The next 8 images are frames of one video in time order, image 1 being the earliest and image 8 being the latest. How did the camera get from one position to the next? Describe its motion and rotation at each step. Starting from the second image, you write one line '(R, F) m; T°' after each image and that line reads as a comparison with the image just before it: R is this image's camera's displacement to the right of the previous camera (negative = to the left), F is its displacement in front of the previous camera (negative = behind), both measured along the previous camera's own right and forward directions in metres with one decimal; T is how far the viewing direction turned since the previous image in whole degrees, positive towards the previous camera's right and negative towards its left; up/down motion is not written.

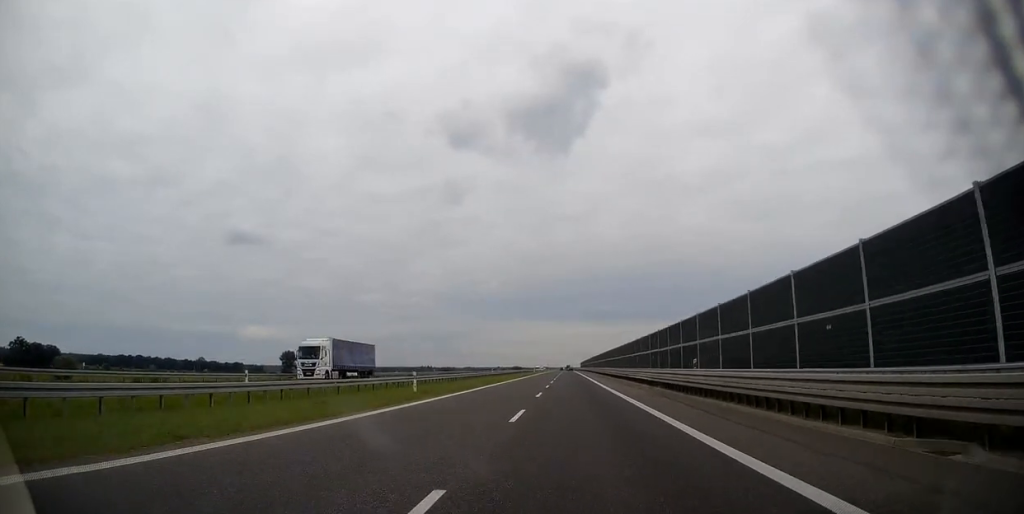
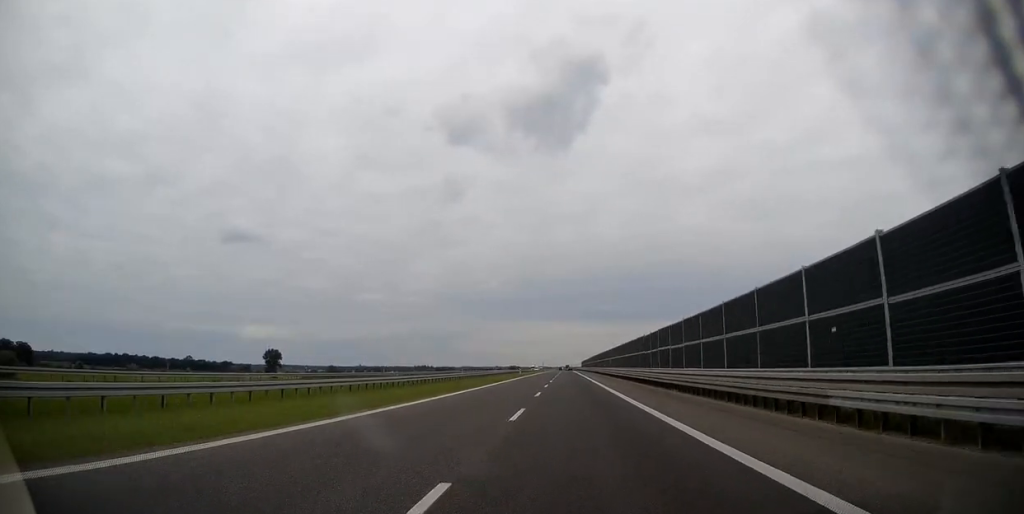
(-0.3, +36.1) m; 0°
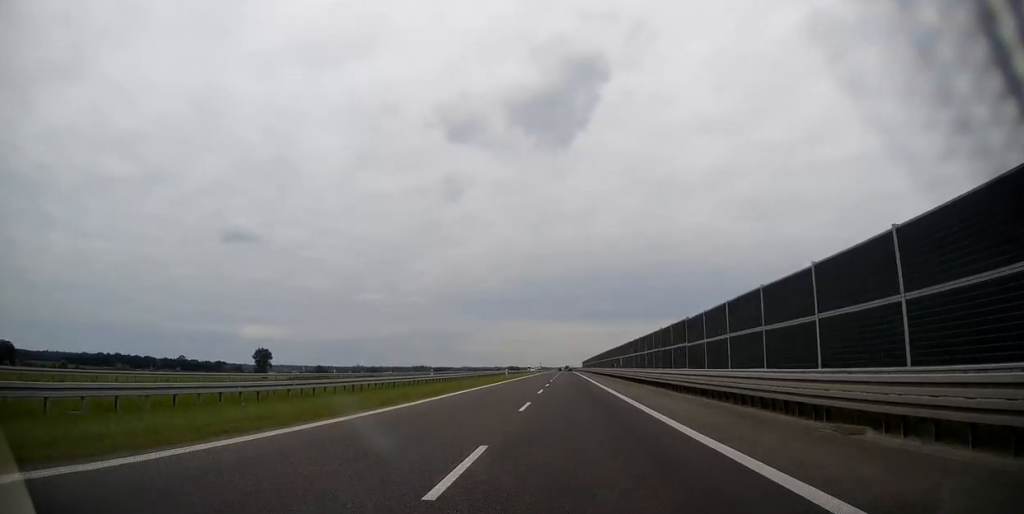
(+0.2, +20.9) m; 0°
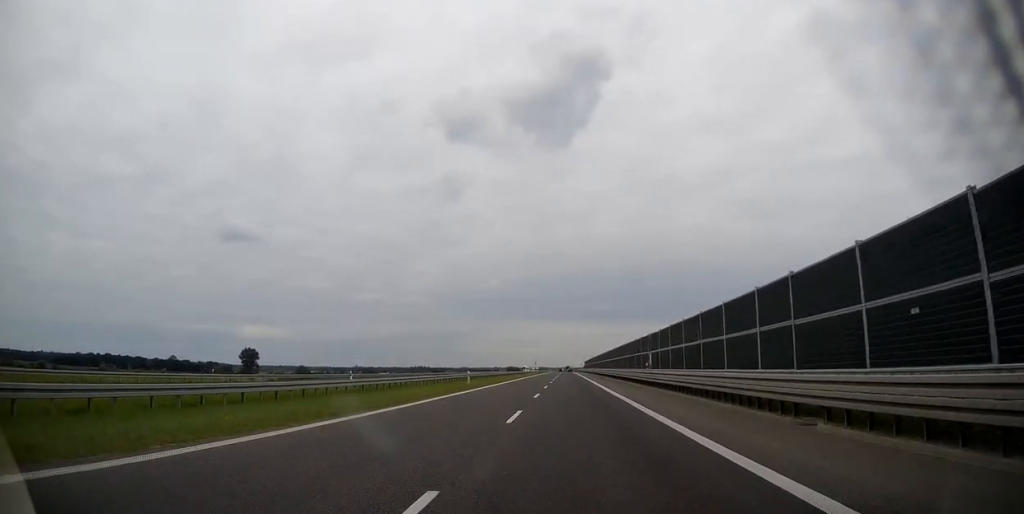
(-0.1, +27.9) m; 0°
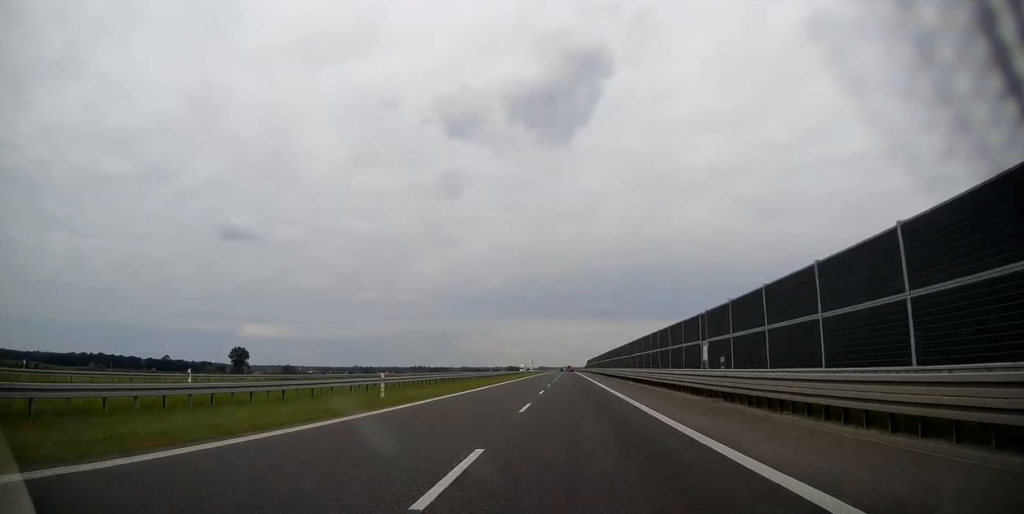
(-0.1, +20.9) m; 0°
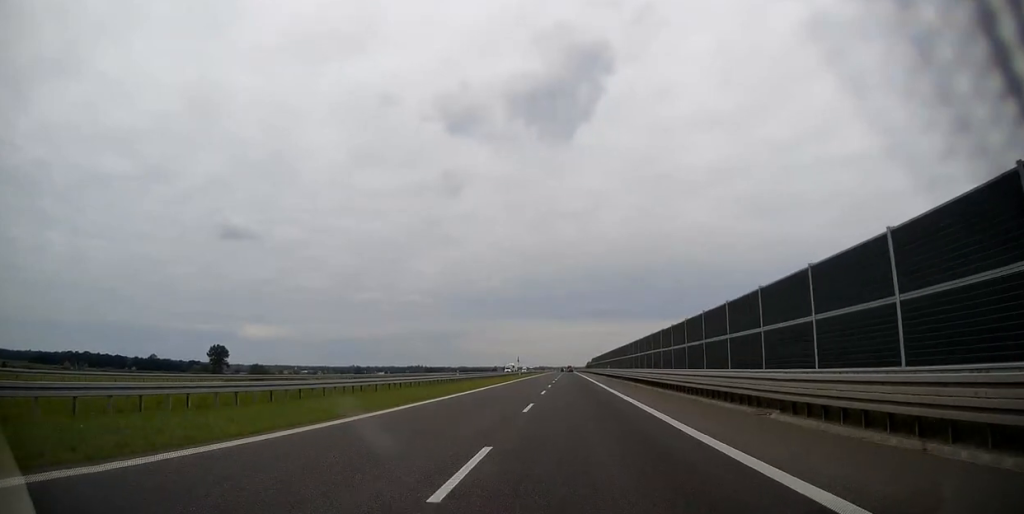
(0.0, +35.9) m; 0°
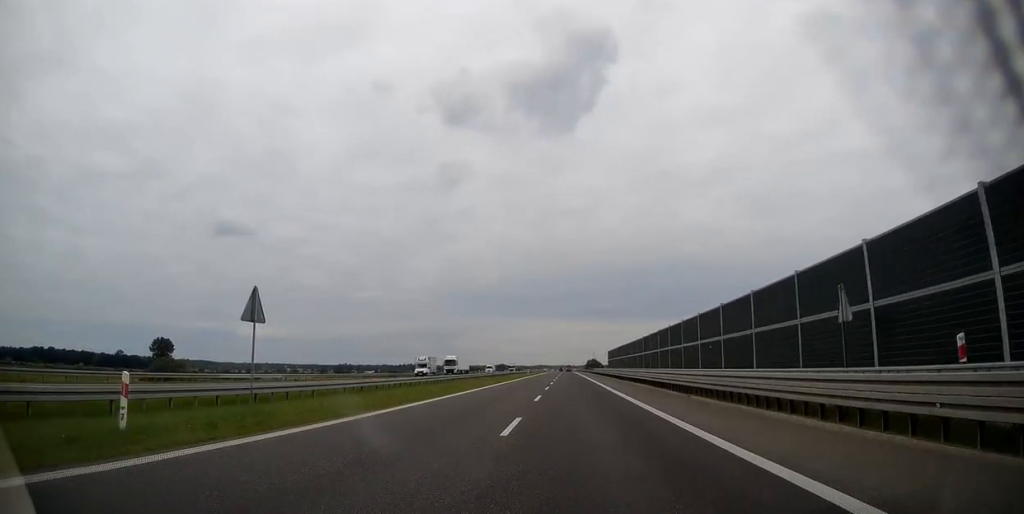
(0.0, +77.6) m; 0°
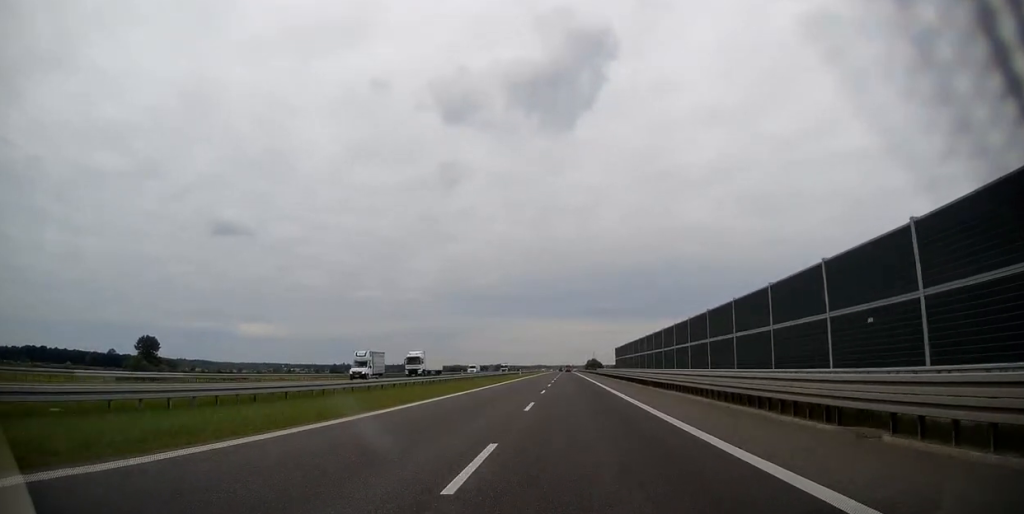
(-0.1, +17.4) m; 0°
